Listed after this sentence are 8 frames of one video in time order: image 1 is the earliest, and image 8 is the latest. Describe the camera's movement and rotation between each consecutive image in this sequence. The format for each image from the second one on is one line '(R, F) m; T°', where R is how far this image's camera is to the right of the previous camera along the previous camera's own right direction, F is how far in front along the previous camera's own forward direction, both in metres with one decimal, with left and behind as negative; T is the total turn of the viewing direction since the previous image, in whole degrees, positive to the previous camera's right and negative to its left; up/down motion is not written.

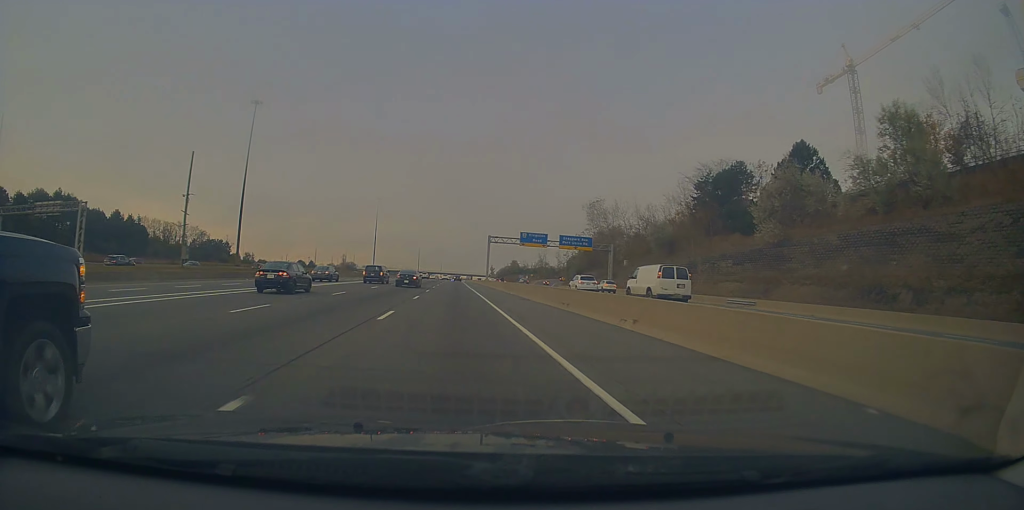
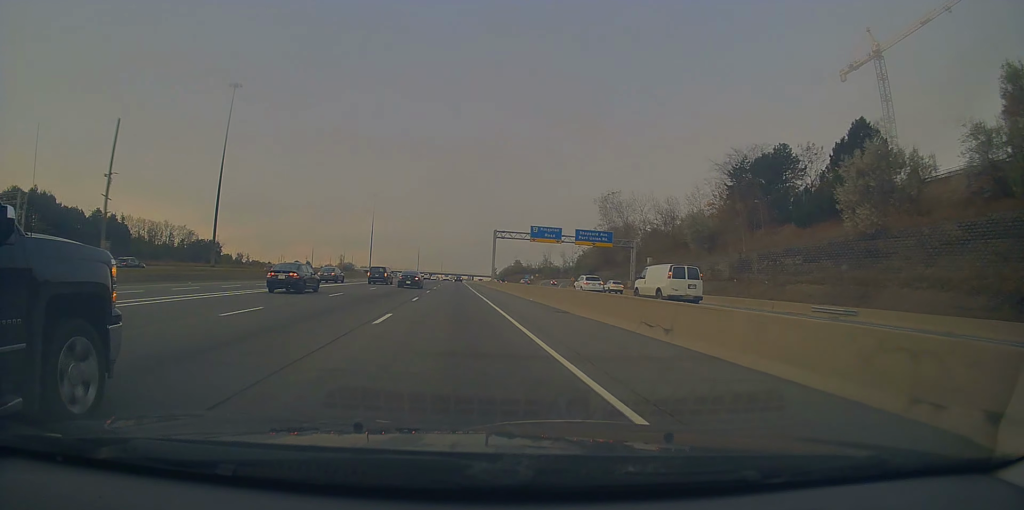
(-0.3, +13.3) m; -1°
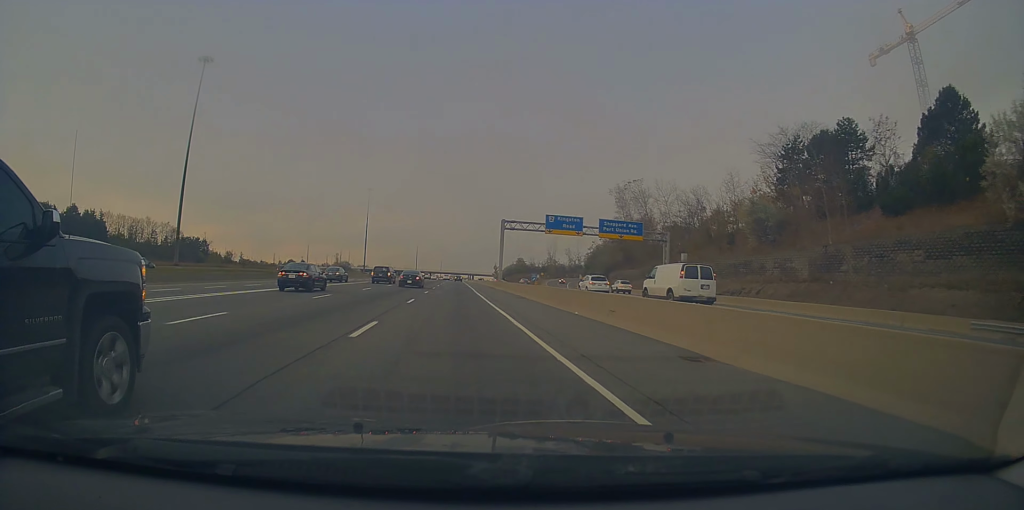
(-0.1, +14.5) m; 0°
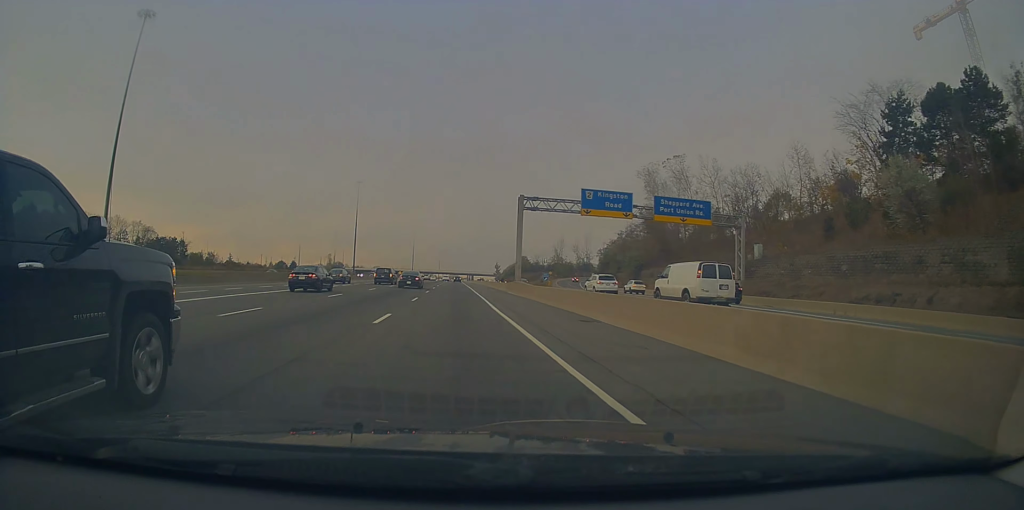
(0.0, +21.4) m; 0°
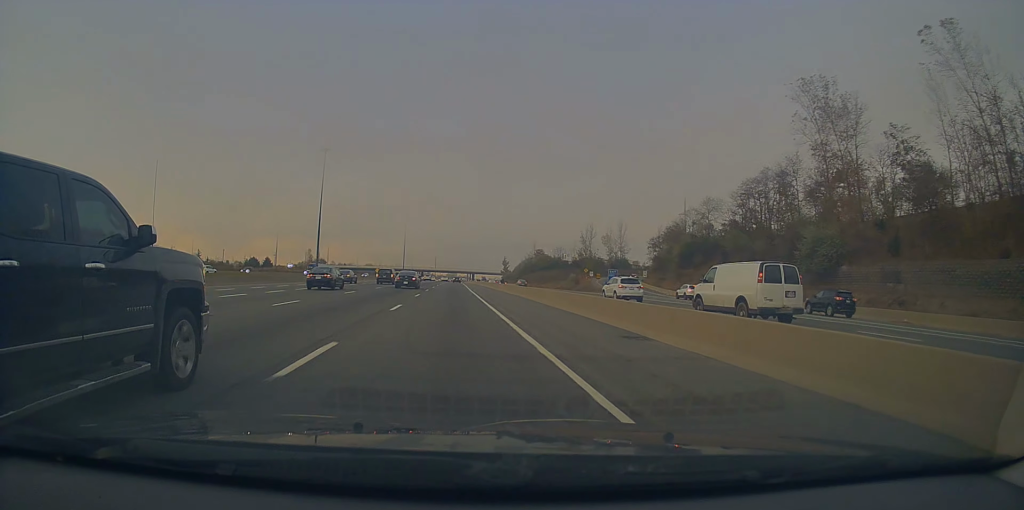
(+0.6, +55.7) m; +1°
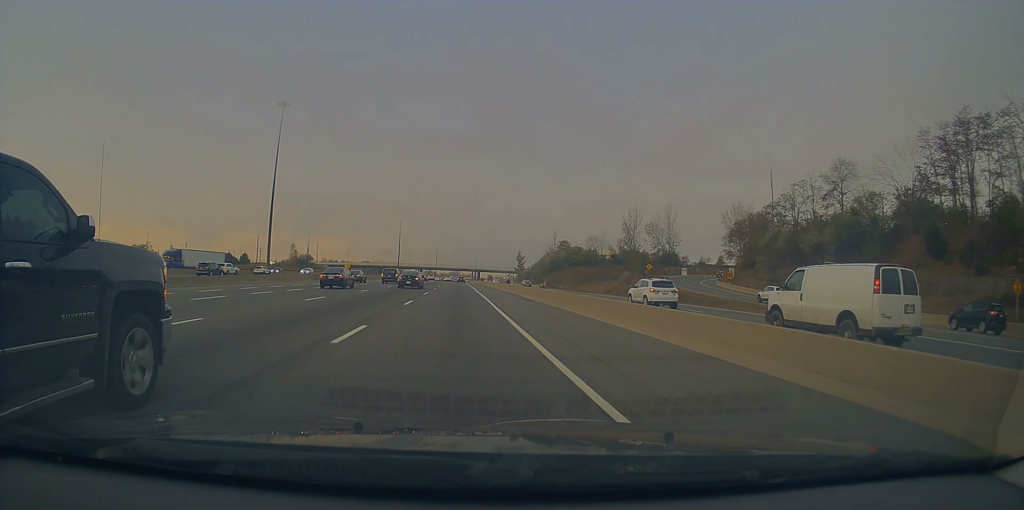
(-0.3, +44.3) m; -1°
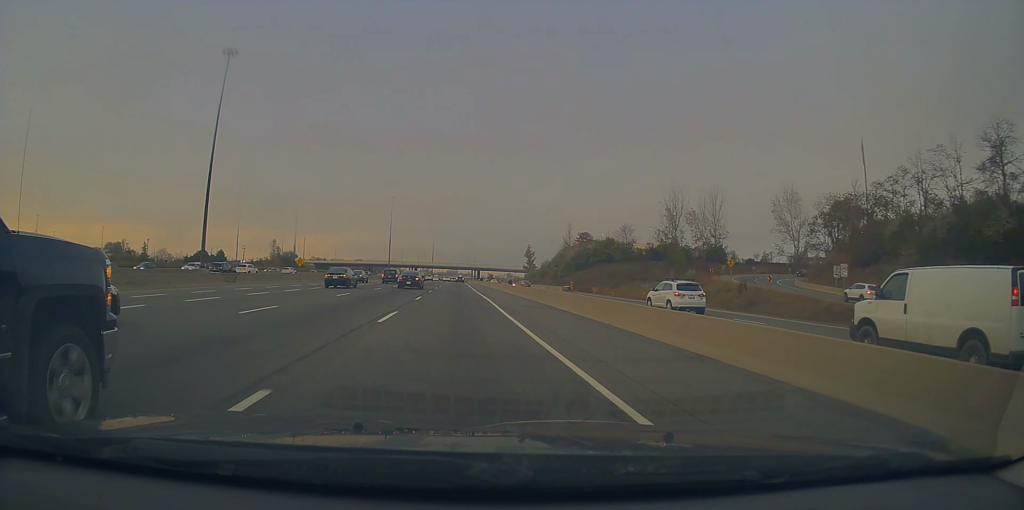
(-0.1, +31.0) m; +1°
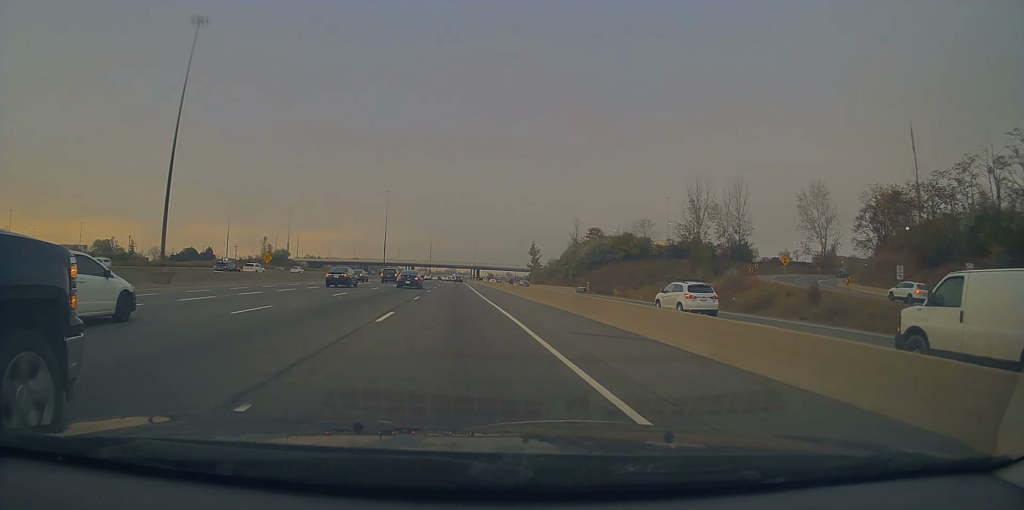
(0.0, +13.2) m; 0°
